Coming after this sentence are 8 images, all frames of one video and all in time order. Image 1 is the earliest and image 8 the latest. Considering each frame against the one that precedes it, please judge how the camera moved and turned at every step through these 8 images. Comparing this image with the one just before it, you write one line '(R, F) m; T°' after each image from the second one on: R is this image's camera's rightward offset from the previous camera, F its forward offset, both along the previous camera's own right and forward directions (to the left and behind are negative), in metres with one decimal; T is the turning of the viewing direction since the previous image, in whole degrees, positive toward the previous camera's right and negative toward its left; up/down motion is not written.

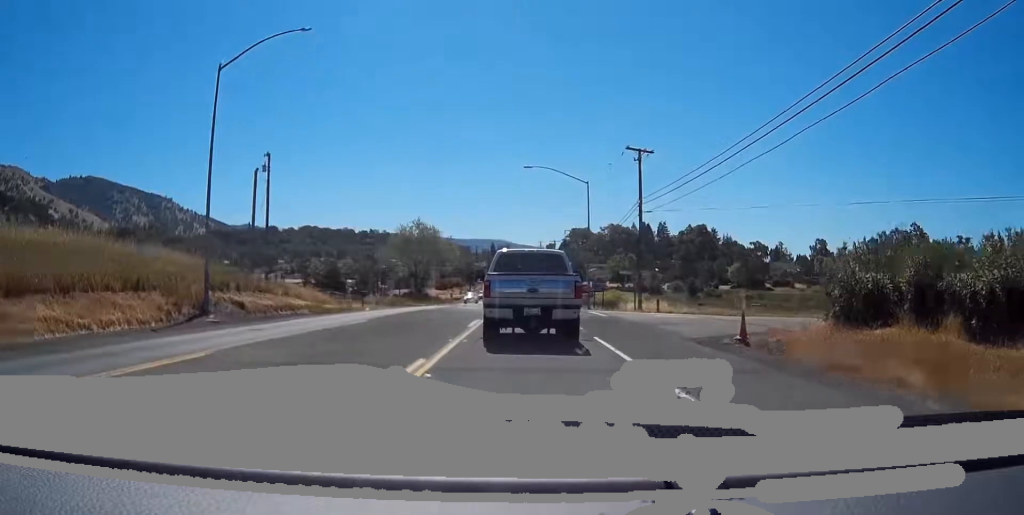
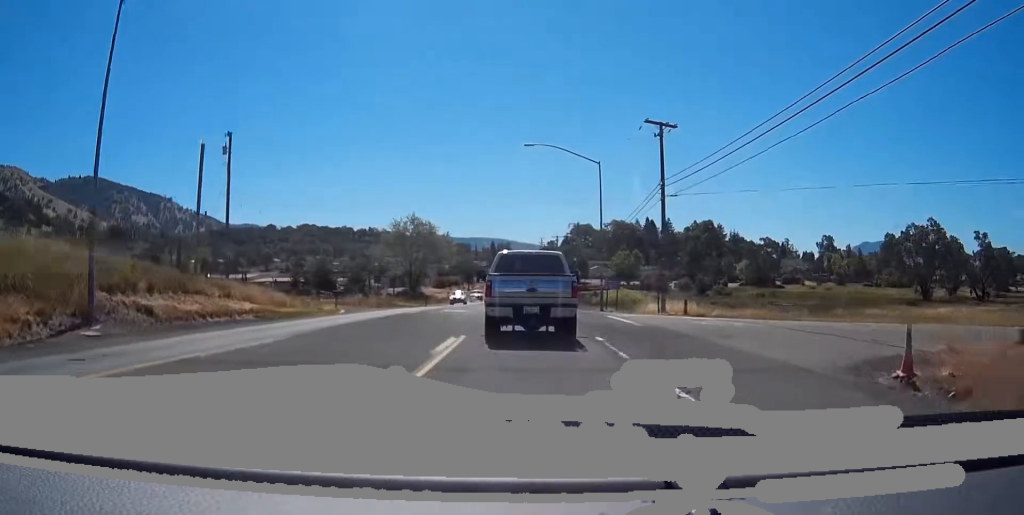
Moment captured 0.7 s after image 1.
(0.0, +9.6) m; 0°
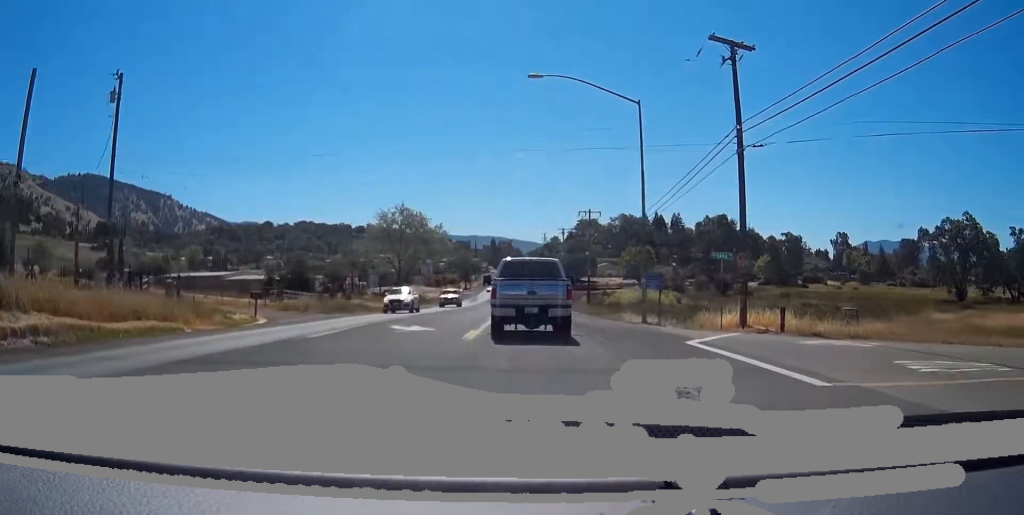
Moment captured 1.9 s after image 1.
(0.0, +18.3) m; 0°
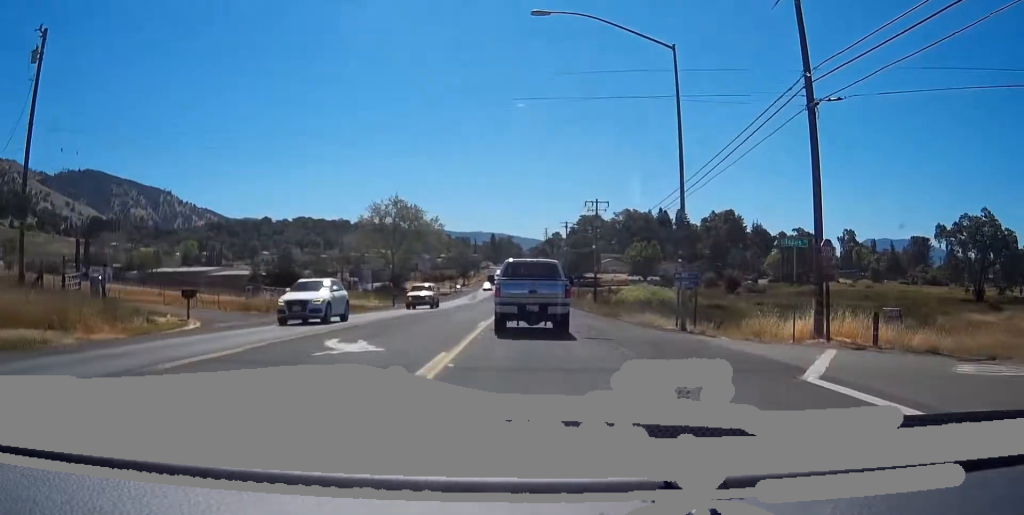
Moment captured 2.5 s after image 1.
(0.0, +8.8) m; 0°
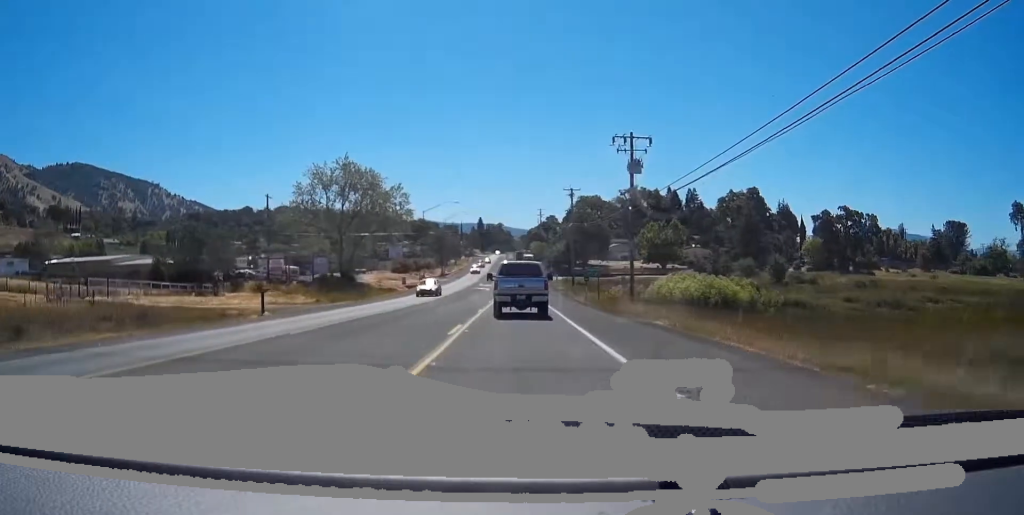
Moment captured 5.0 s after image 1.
(-0.2, +37.2) m; 0°
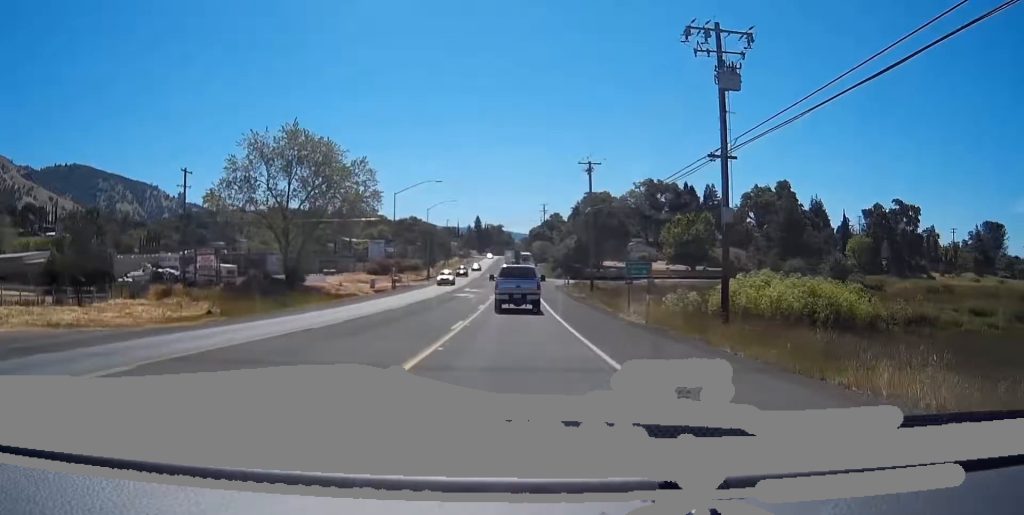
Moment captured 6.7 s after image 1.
(+0.2, +26.9) m; 0°
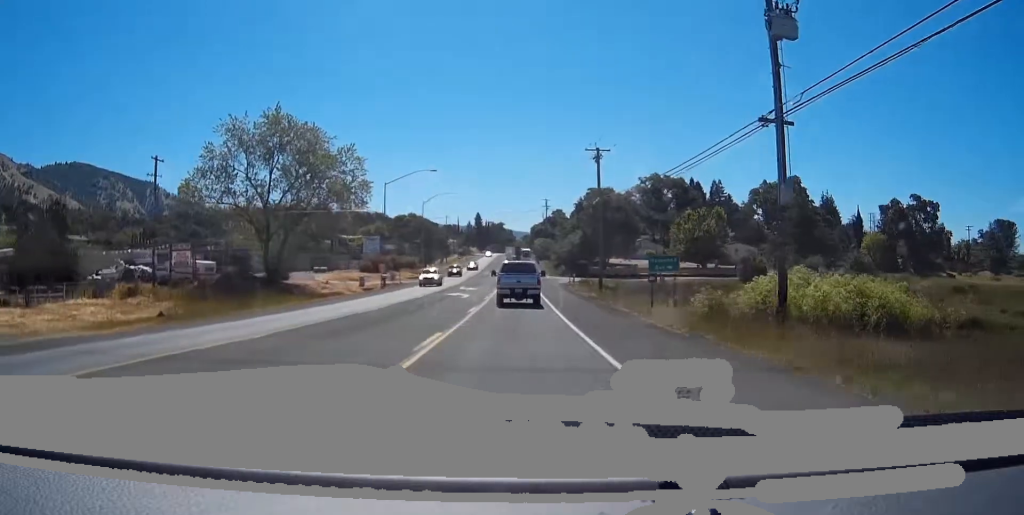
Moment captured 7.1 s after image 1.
(0.0, +7.0) m; 0°
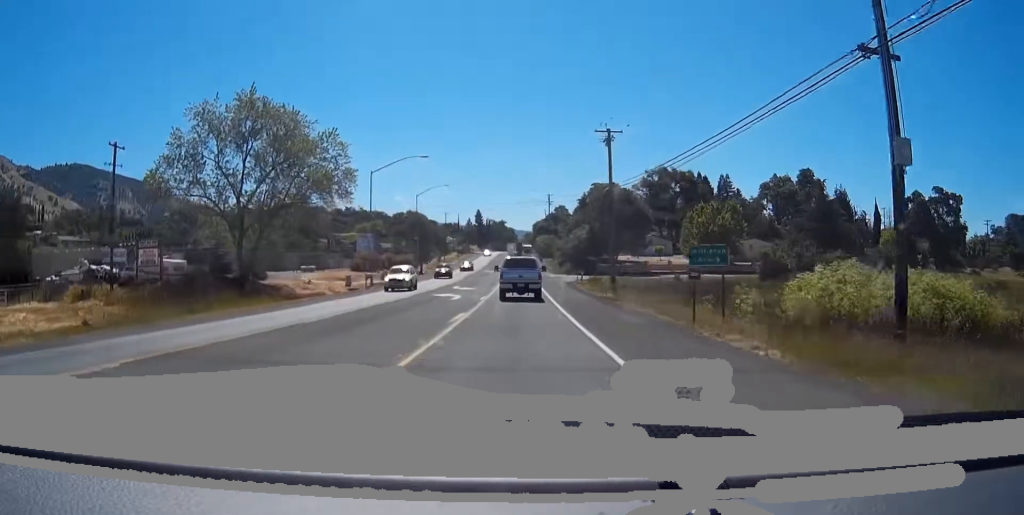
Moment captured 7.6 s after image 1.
(0.0, +8.3) m; 0°
